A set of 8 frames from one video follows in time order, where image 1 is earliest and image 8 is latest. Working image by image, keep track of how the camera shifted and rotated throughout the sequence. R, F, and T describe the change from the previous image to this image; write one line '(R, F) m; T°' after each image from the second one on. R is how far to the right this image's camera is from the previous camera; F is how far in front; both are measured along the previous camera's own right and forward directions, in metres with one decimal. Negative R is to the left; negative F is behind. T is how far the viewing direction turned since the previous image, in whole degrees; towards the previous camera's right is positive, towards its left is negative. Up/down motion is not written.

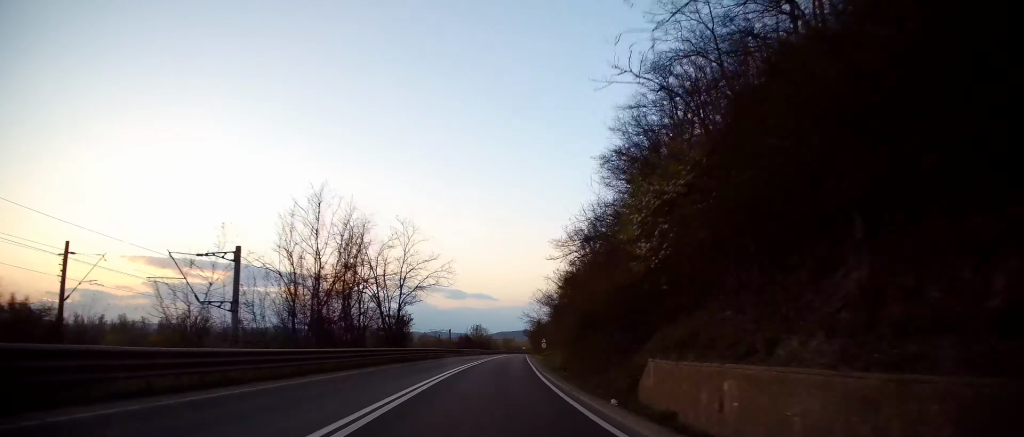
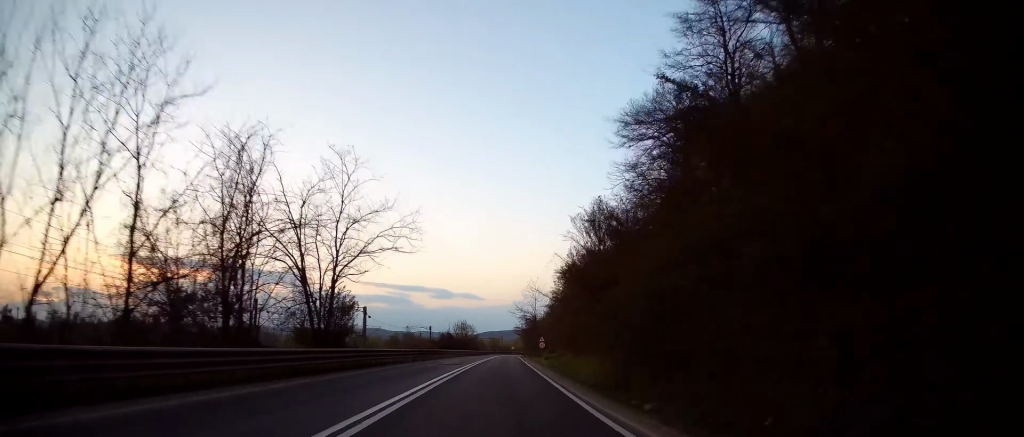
(+0.3, +14.6) m; +2°
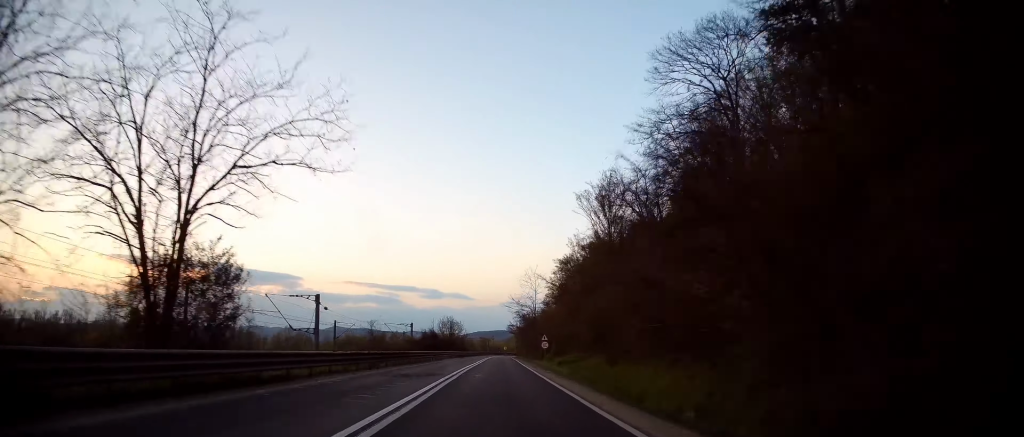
(0.0, +12.5) m; +1°
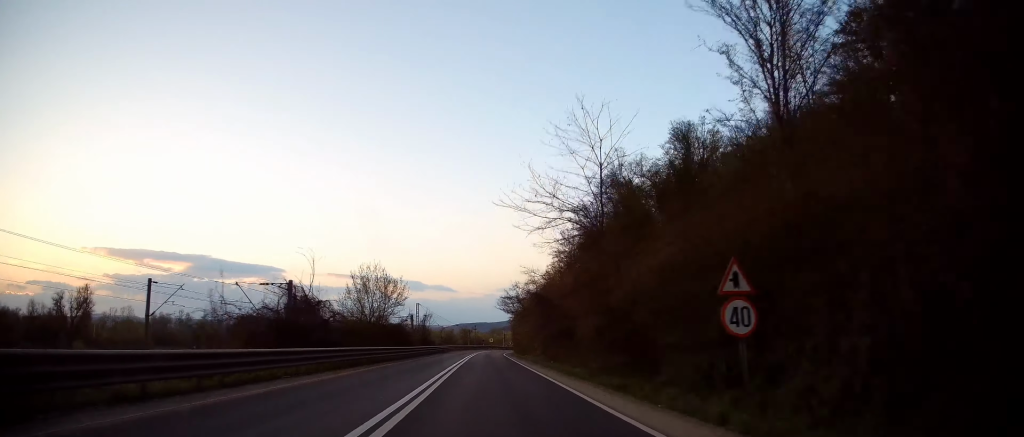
(+1.8, +44.7) m; +3°
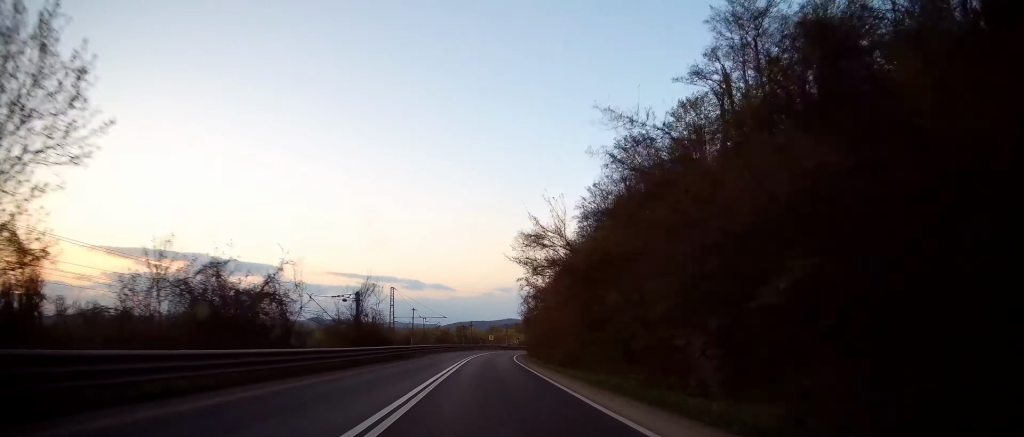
(-0.2, +30.9) m; 0°
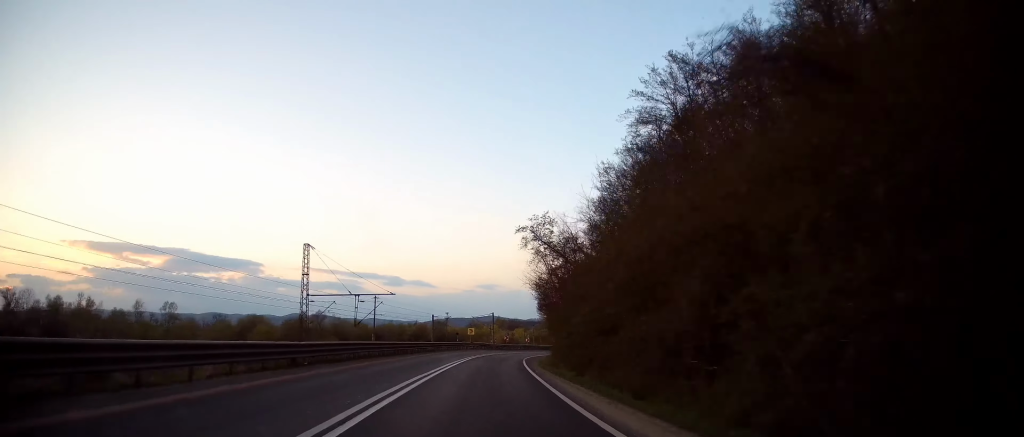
(+0.6, +36.2) m; +2°
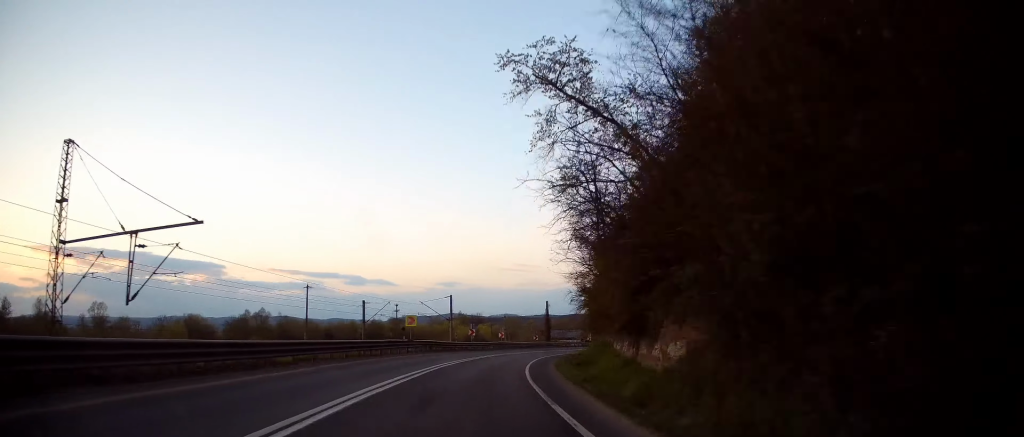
(+0.5, +30.8) m; +3°
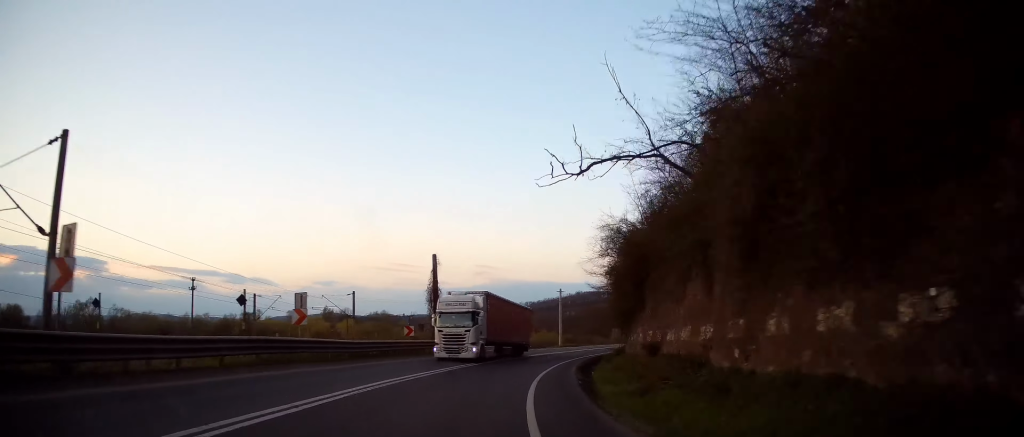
(+3.9, +51.7) m; +11°
